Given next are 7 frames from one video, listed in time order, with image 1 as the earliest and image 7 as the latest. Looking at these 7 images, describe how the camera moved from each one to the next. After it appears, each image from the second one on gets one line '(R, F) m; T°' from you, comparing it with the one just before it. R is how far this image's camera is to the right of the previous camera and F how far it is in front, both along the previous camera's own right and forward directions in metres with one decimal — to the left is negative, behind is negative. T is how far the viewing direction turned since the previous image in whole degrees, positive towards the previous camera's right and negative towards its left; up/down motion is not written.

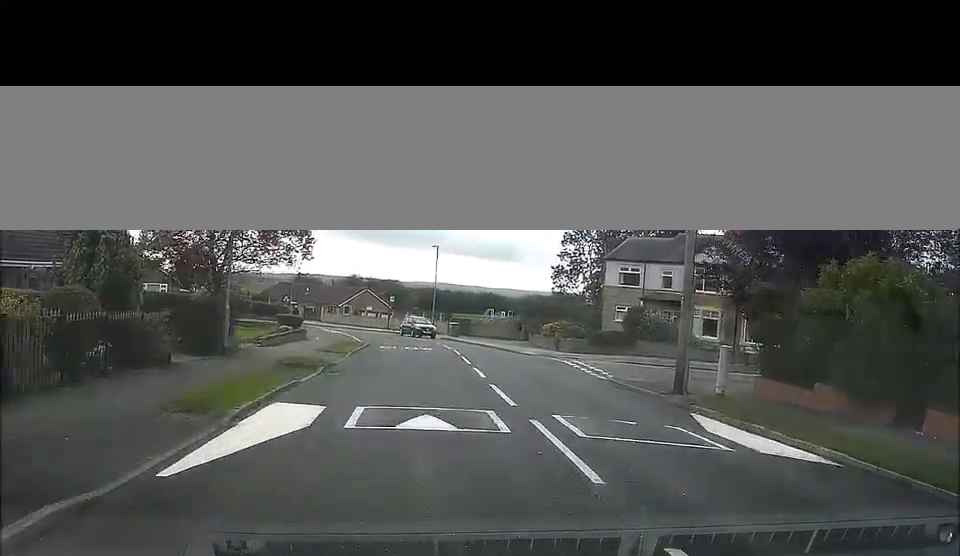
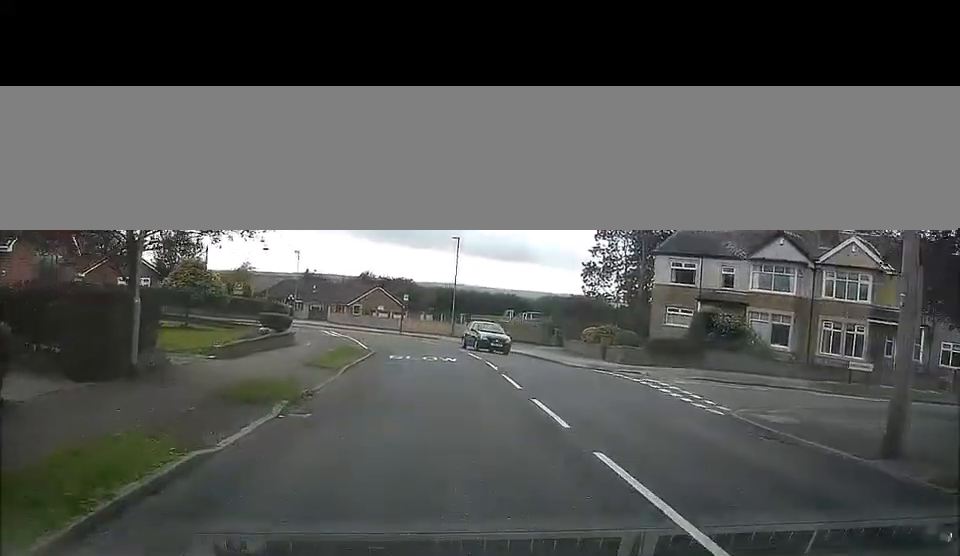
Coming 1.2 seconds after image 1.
(-0.1, +8.0) m; -1°
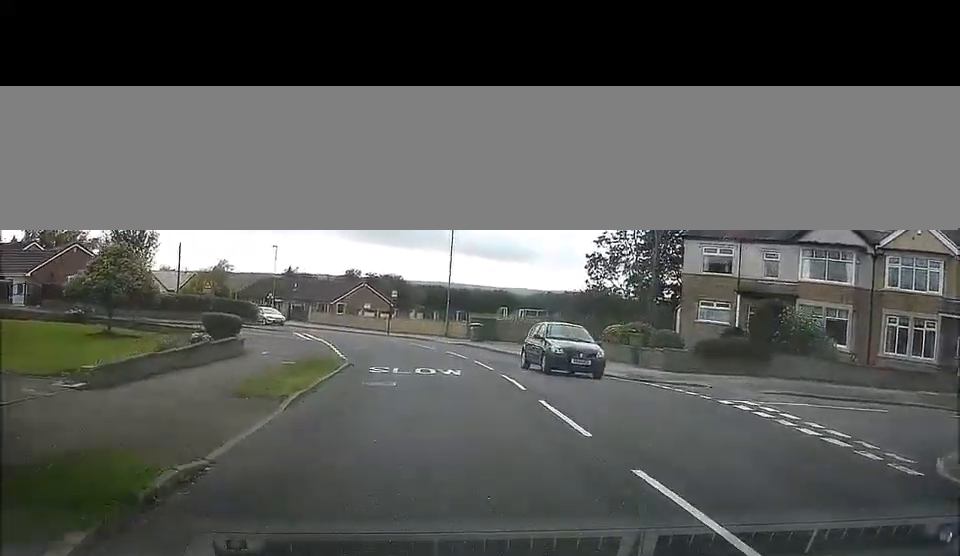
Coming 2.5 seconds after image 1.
(+0.1, +6.5) m; +2°
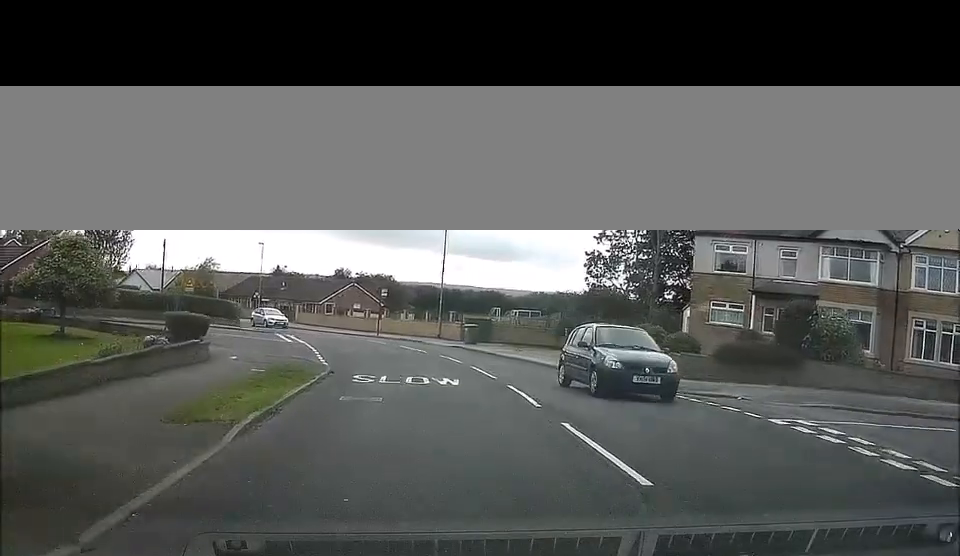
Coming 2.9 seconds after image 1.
(0.0, +3.1) m; 0°
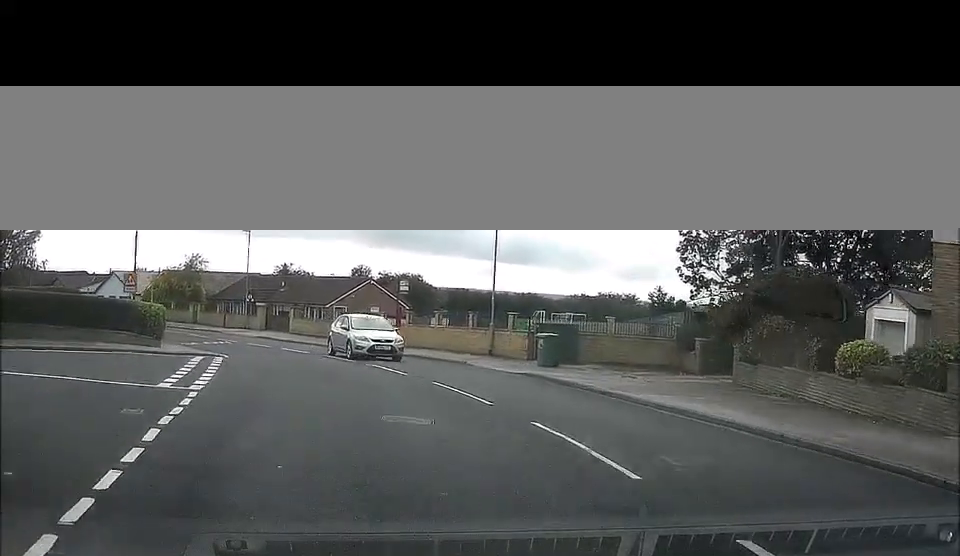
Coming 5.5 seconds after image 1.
(-0.7, +15.3) m; 0°
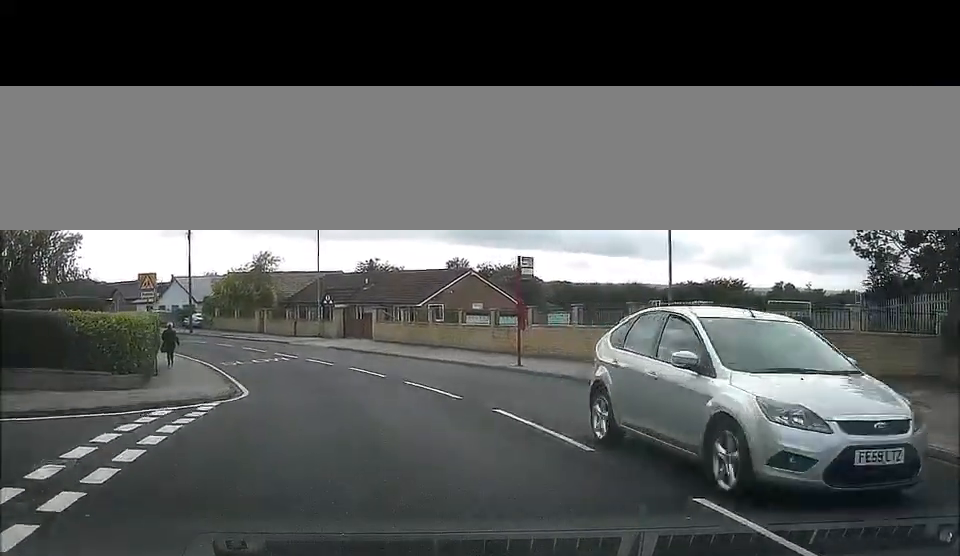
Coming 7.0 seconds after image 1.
(+0.2, +11.8) m; -1°
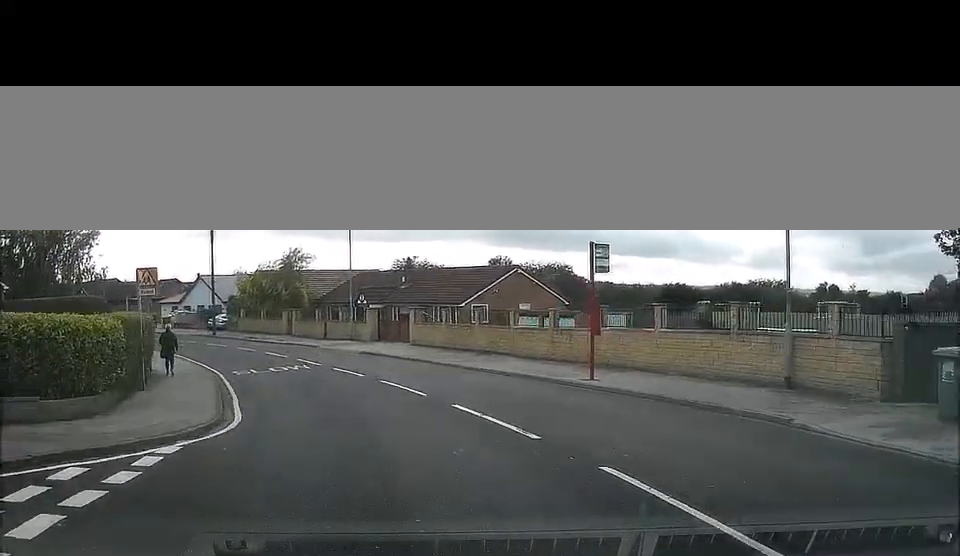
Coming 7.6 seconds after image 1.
(-0.1, +4.8) m; -2°
